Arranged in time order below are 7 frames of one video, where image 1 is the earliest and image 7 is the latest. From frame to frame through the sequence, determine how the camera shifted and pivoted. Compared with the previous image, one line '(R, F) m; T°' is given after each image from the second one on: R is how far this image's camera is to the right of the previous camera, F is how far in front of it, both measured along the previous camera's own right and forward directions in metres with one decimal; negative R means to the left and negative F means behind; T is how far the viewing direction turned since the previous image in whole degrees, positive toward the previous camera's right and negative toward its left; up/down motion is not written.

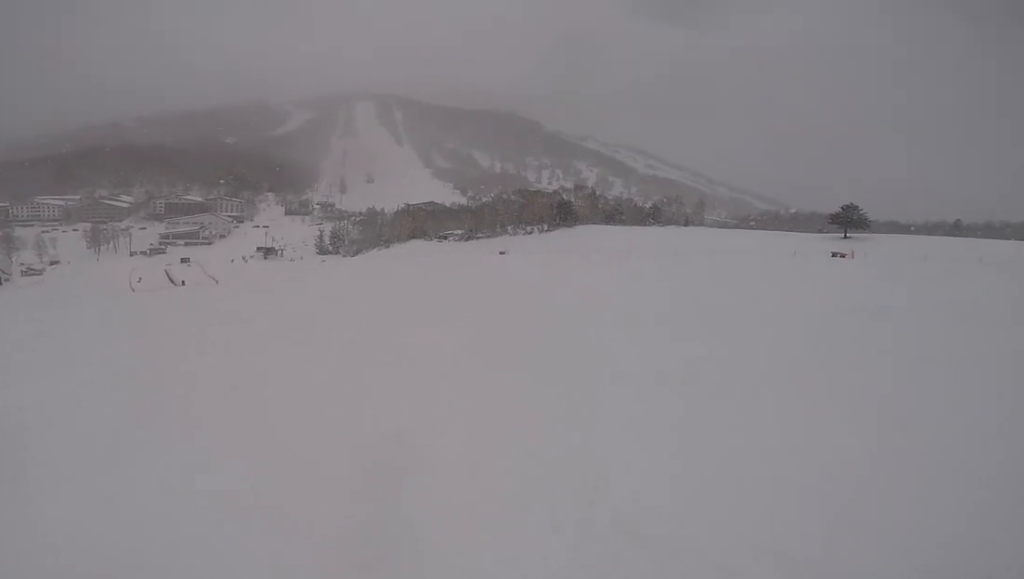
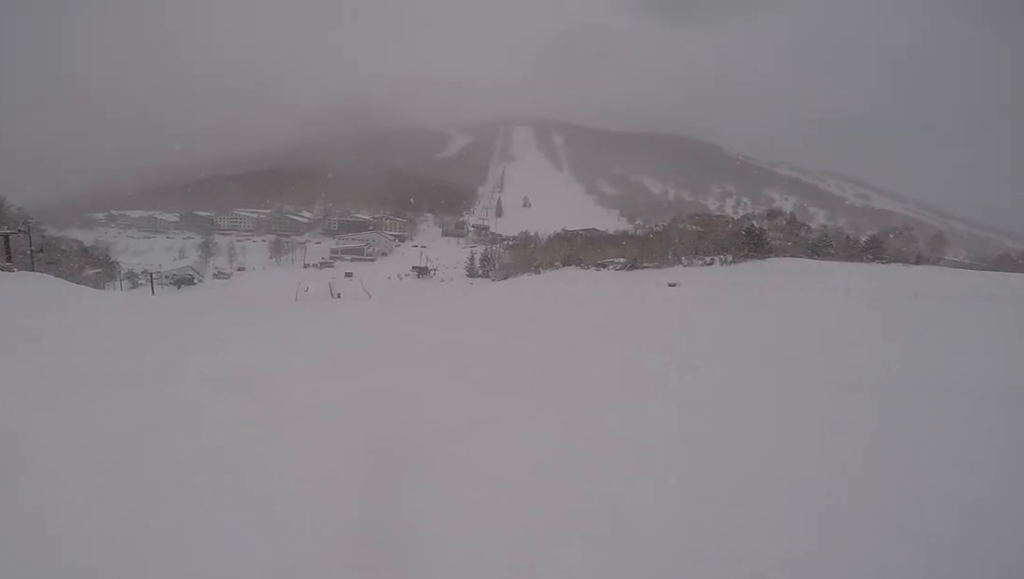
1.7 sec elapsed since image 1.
(-0.9, +8.1) m; -24°
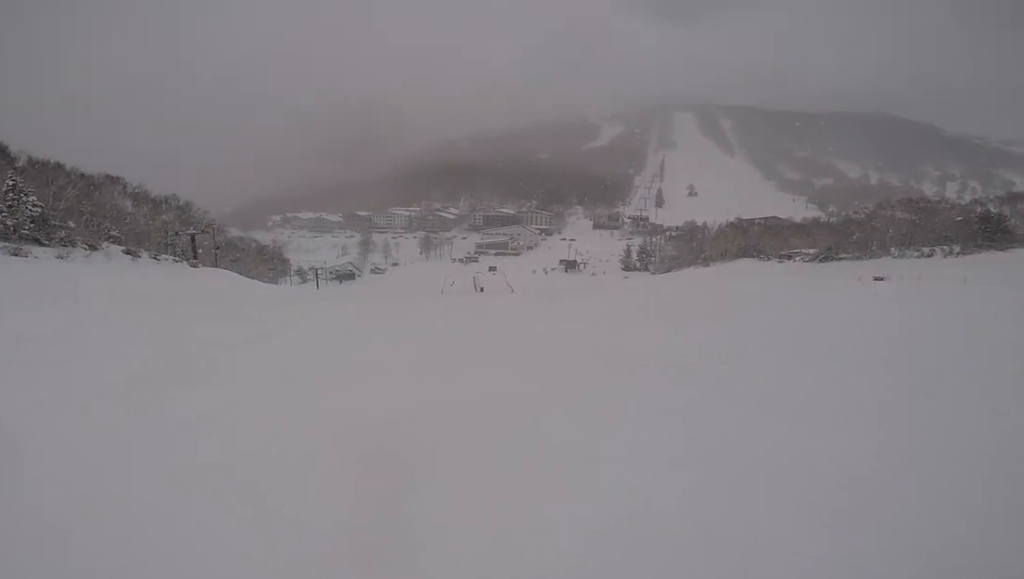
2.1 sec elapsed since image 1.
(+0.1, +2.1) m; -11°
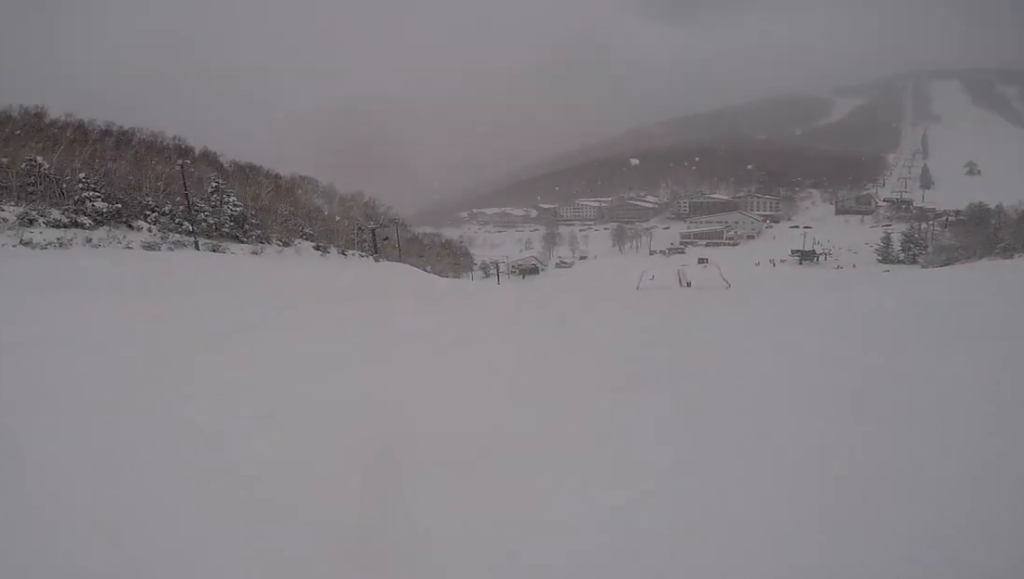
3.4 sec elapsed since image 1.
(-2.6, +6.0) m; -35°
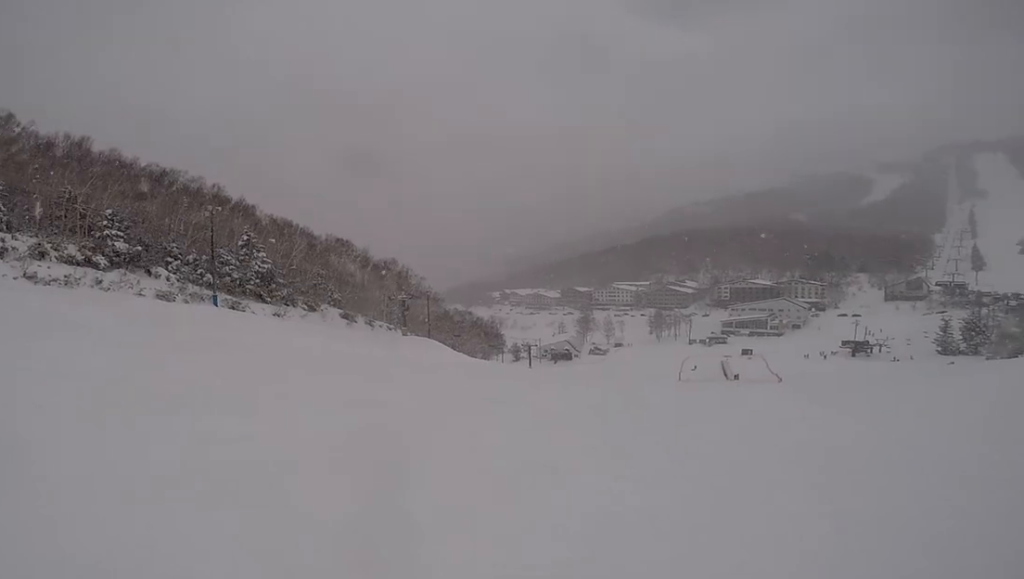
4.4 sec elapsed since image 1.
(-0.9, +5.3) m; +1°
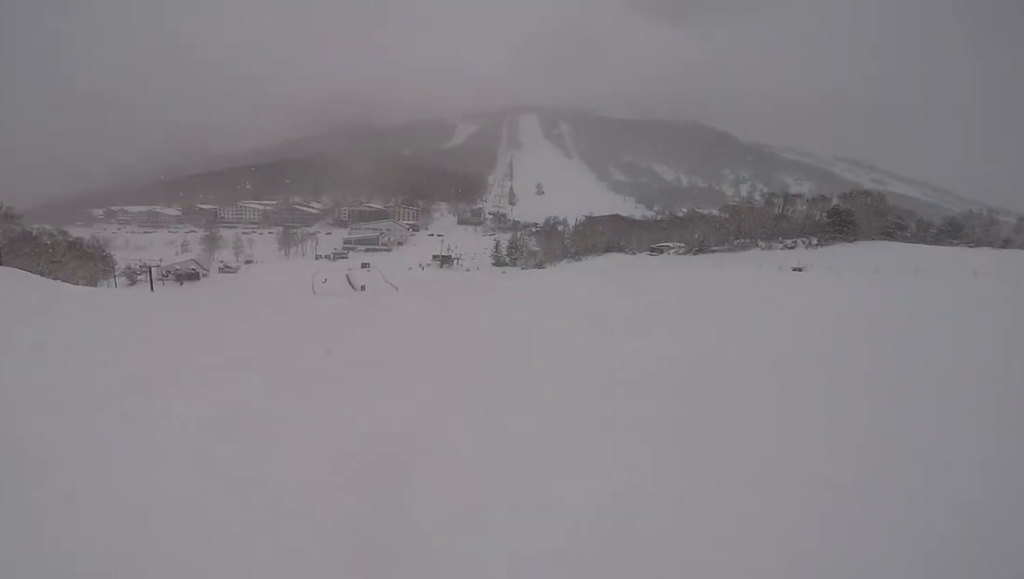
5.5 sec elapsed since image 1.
(+1.1, +4.9) m; +35°
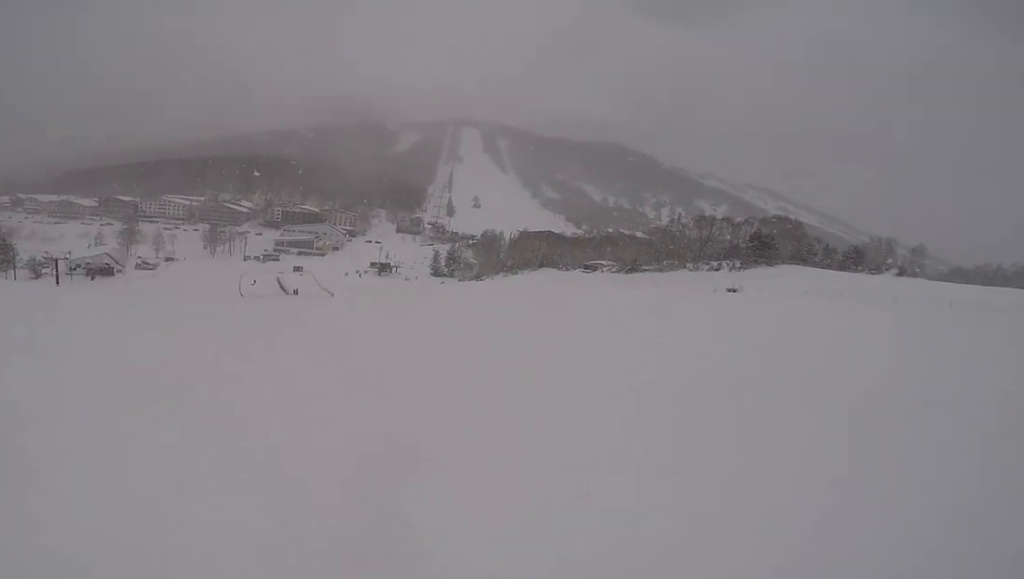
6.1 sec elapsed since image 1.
(+1.0, +3.3) m; +22°
